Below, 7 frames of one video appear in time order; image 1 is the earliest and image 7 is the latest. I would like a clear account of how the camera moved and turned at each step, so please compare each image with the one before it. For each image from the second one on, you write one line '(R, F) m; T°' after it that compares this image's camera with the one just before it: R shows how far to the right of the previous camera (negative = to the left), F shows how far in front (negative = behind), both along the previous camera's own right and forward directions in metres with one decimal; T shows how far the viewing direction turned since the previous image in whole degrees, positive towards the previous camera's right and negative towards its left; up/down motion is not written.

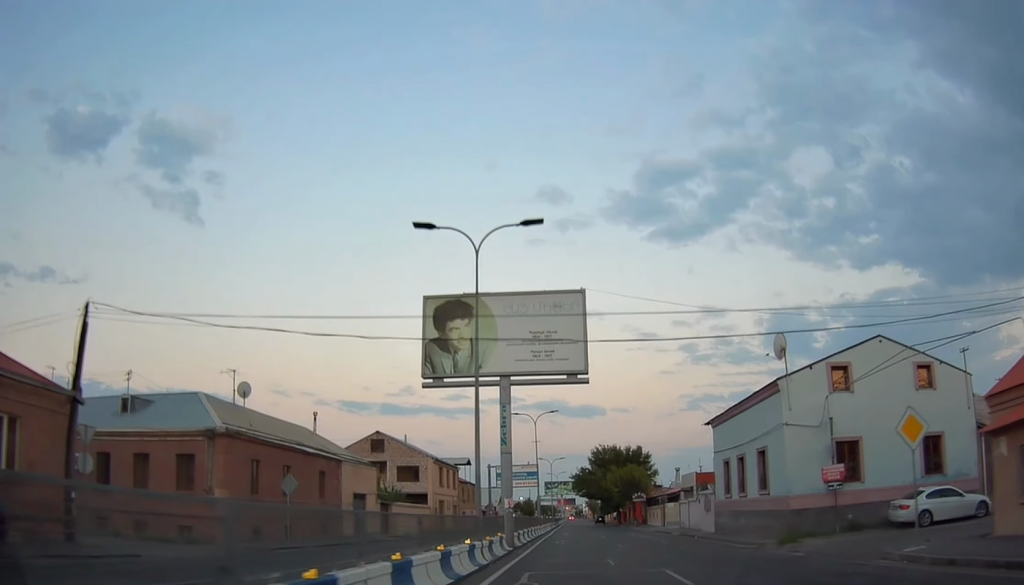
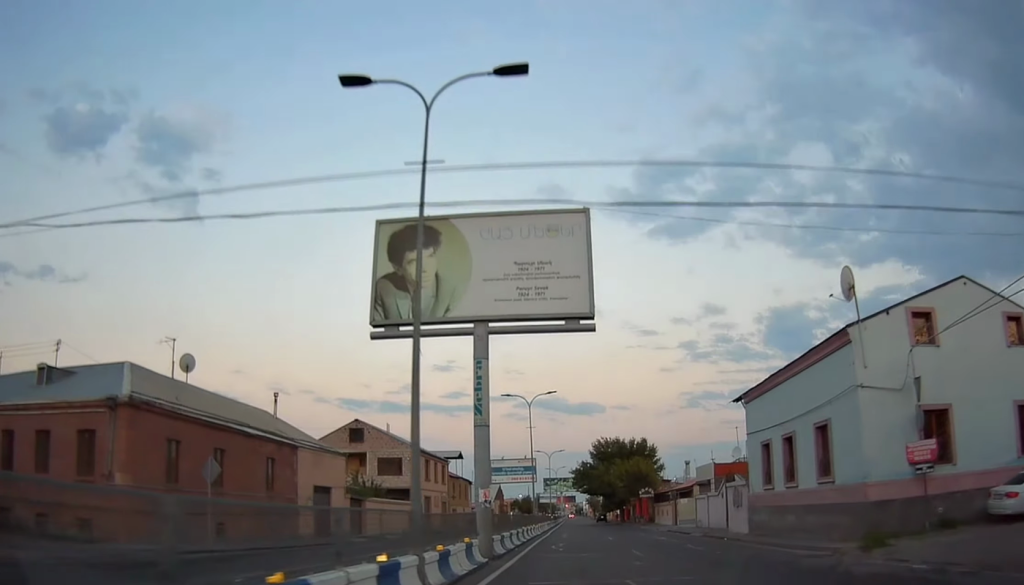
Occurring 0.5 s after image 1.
(+0.2, +6.9) m; +1°
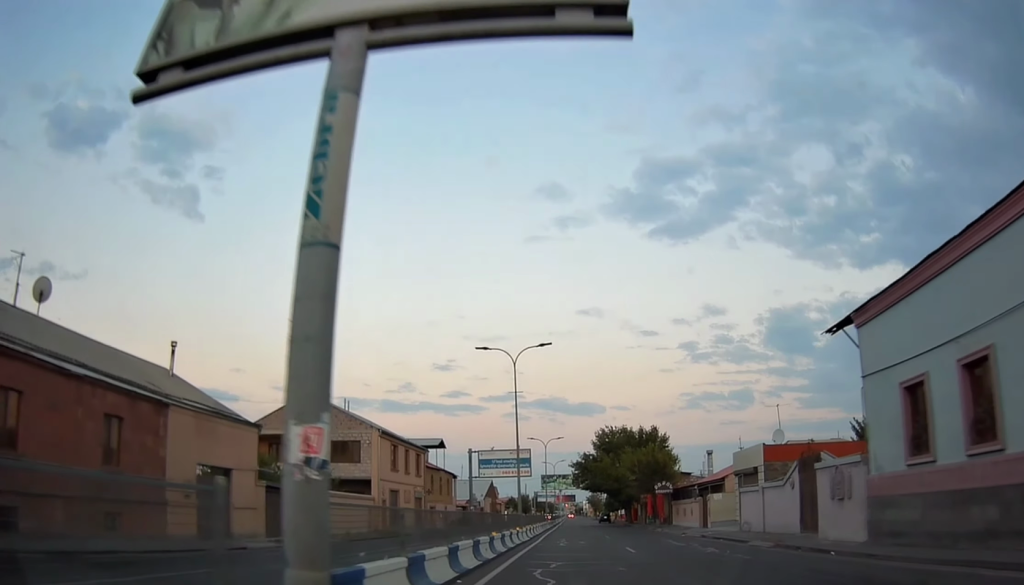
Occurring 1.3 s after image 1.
(+0.1, +12.3) m; -1°
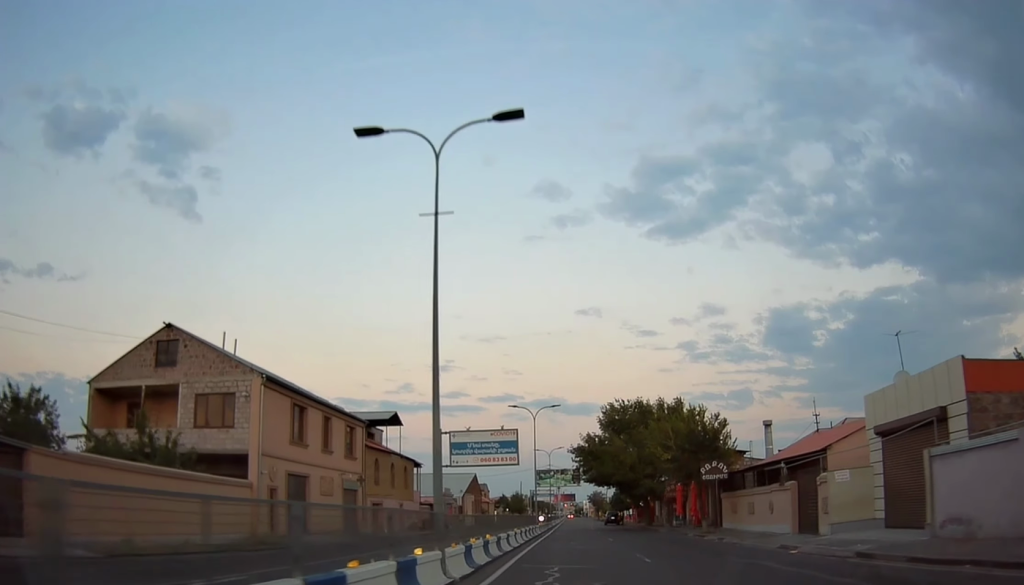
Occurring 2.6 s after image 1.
(-0.7, +19.1) m; -3°
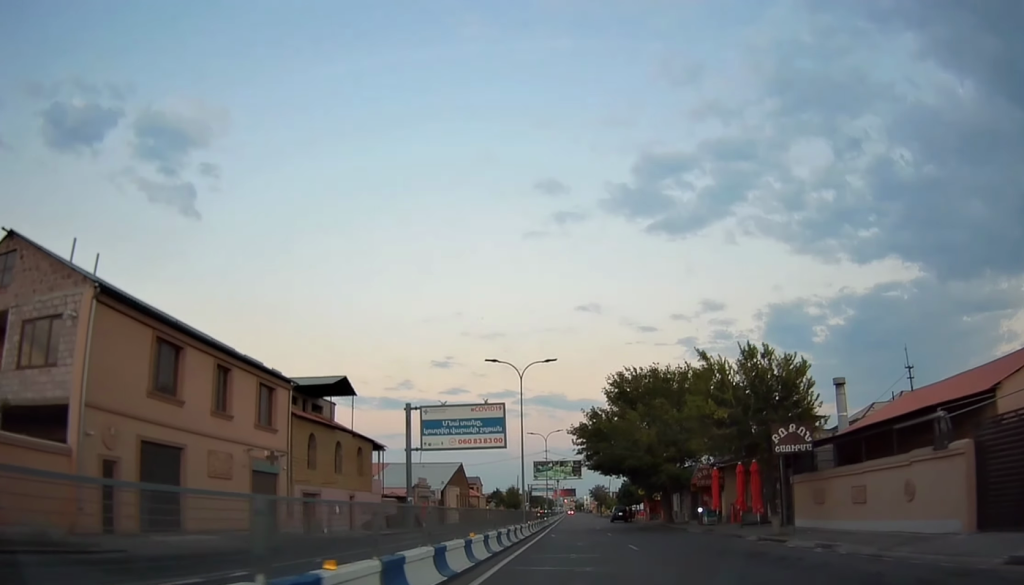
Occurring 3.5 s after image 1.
(0.0, +12.4) m; +2°
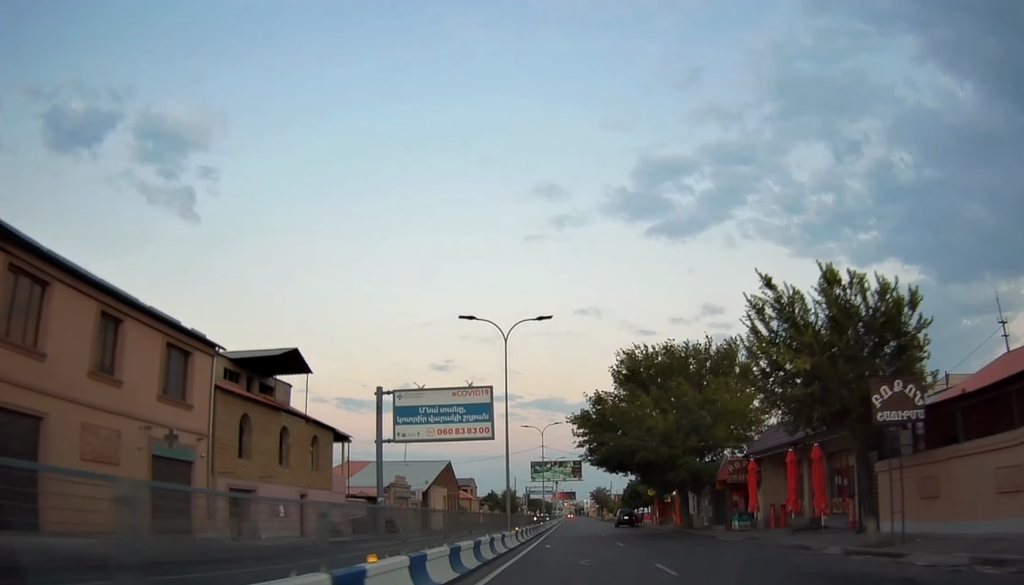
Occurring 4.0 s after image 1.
(+0.2, +7.8) m; +1°
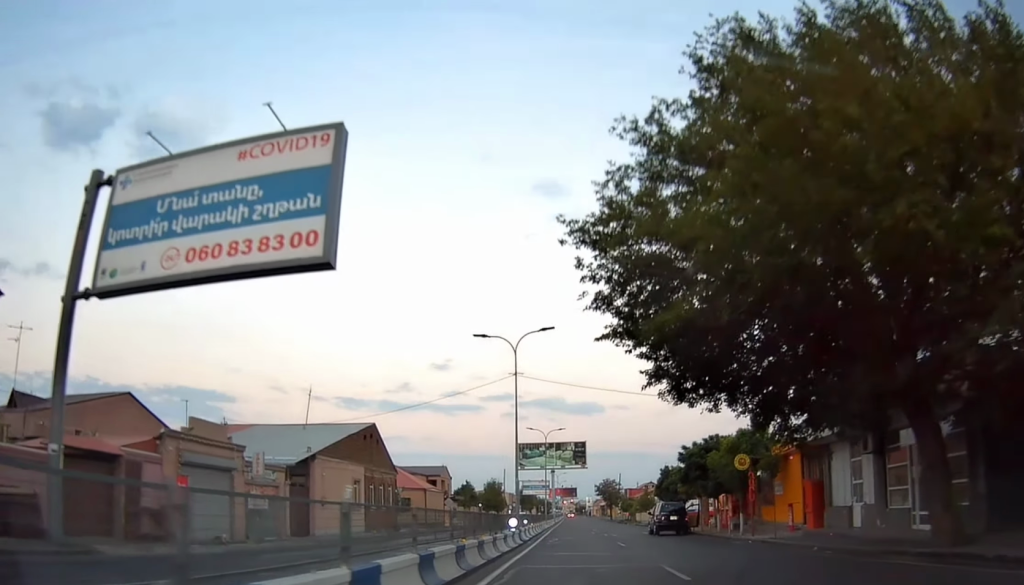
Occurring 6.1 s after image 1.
(+0.1, +29.8) m; -1°
